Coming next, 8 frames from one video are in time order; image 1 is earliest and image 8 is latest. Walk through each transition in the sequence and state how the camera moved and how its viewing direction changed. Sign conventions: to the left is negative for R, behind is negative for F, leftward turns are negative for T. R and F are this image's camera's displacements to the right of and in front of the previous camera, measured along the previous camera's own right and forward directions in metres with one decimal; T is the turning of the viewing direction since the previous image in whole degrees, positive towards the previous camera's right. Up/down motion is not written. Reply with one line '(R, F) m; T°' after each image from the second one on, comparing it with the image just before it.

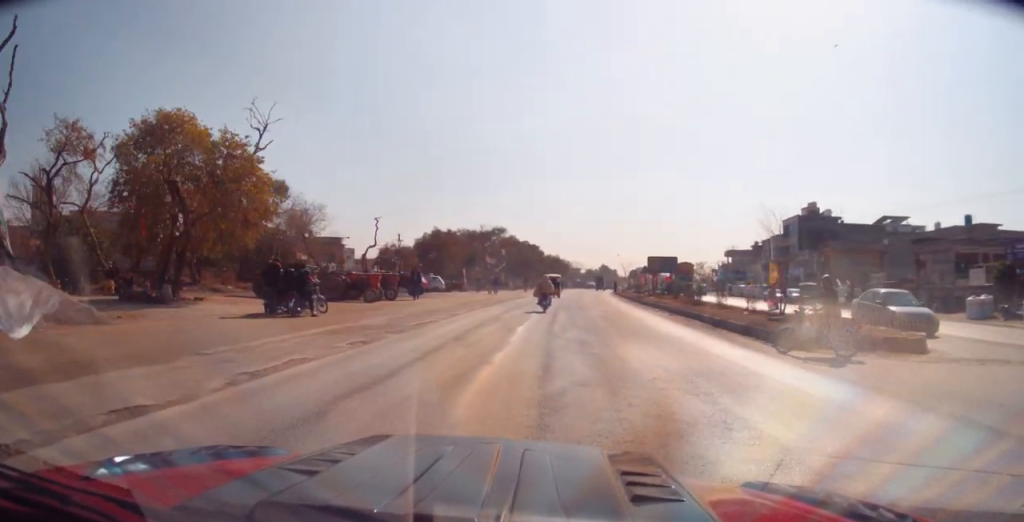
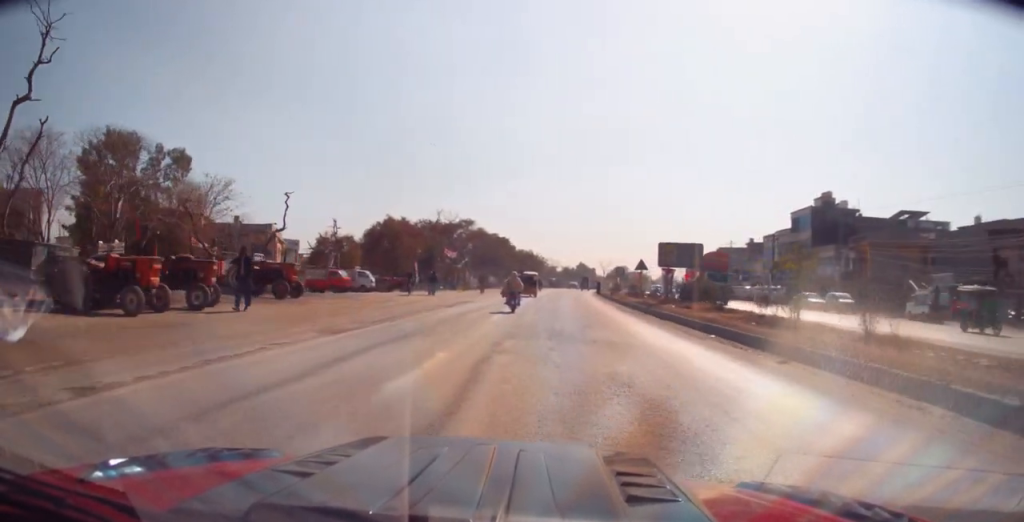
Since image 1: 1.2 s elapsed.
(-0.1, +16.0) m; 0°
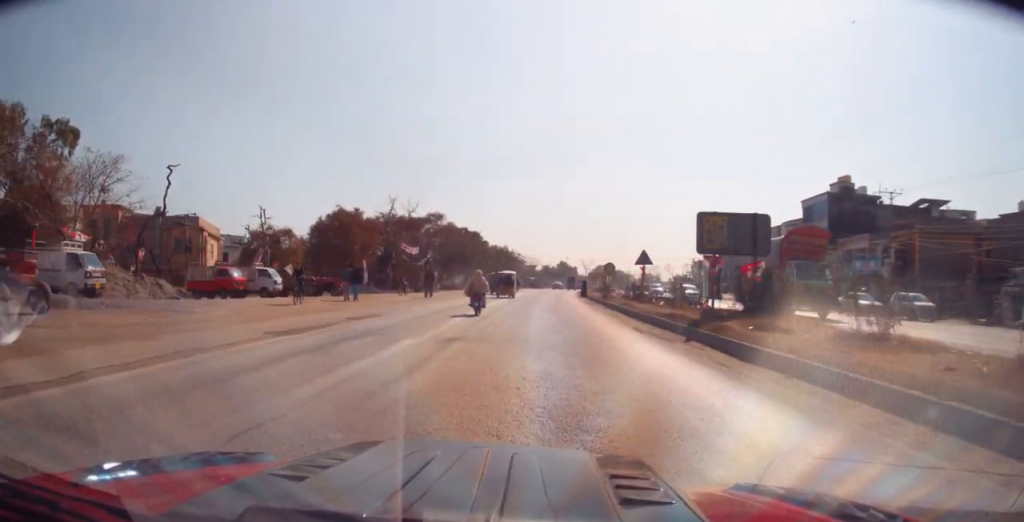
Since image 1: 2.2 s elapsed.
(+0.3, +13.3) m; +2°
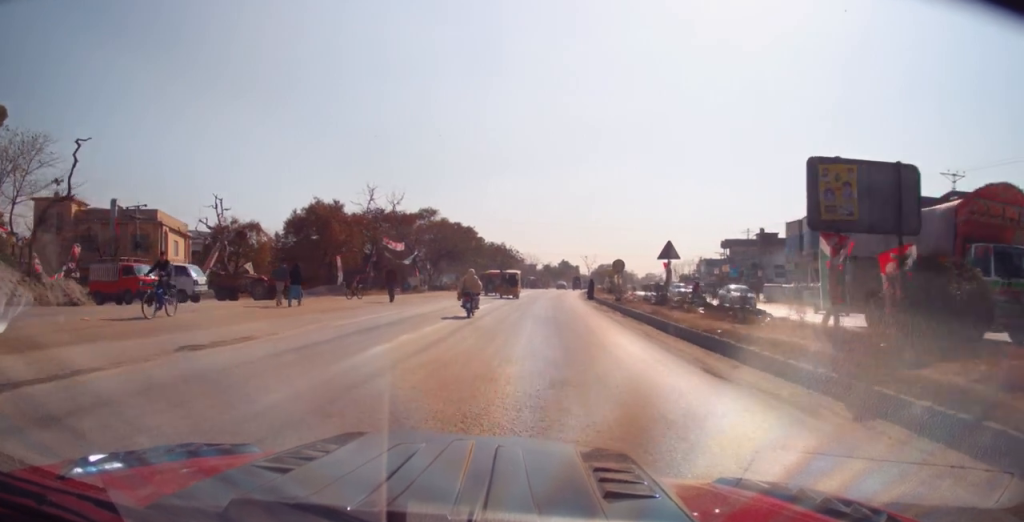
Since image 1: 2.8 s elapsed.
(+0.1, +8.3) m; 0°
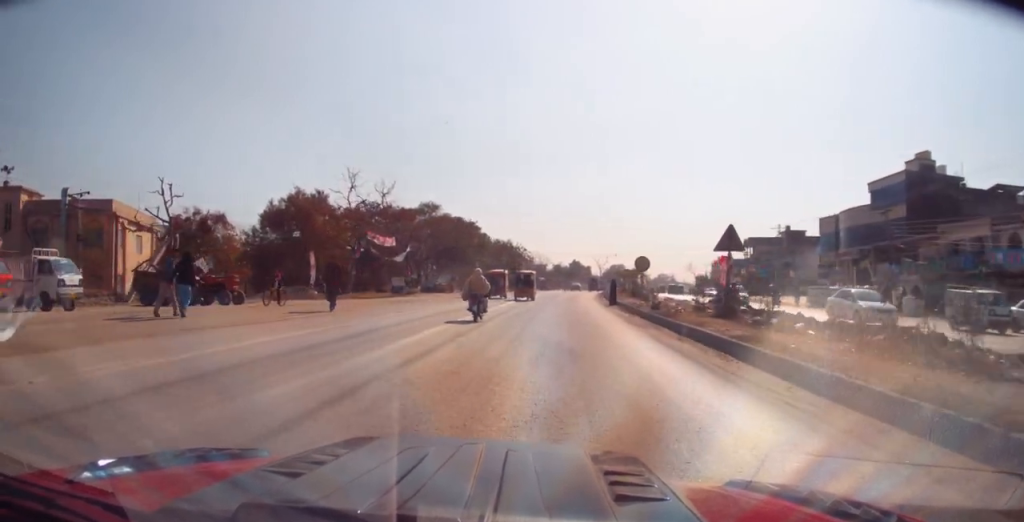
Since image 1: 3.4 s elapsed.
(0.0, +8.8) m; 0°
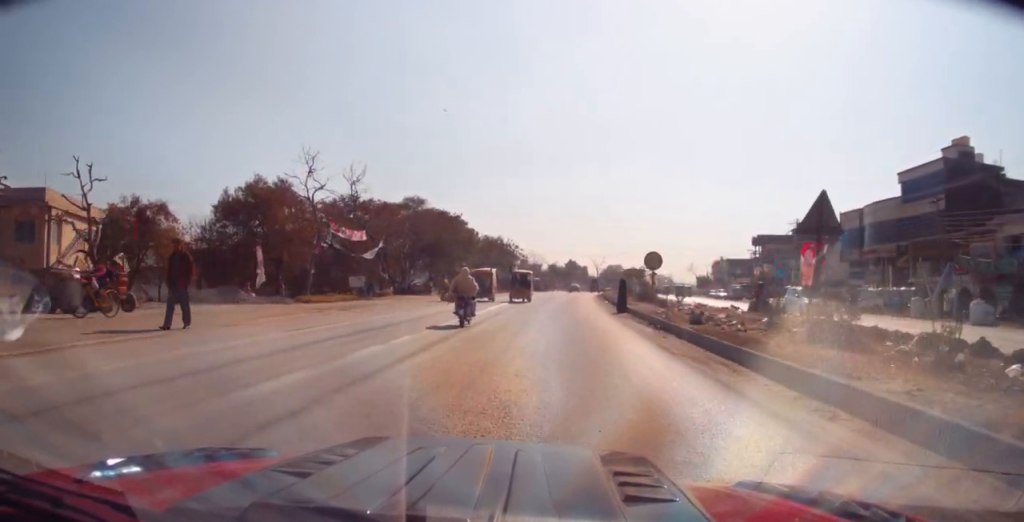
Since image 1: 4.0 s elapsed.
(0.0, +8.2) m; 0°
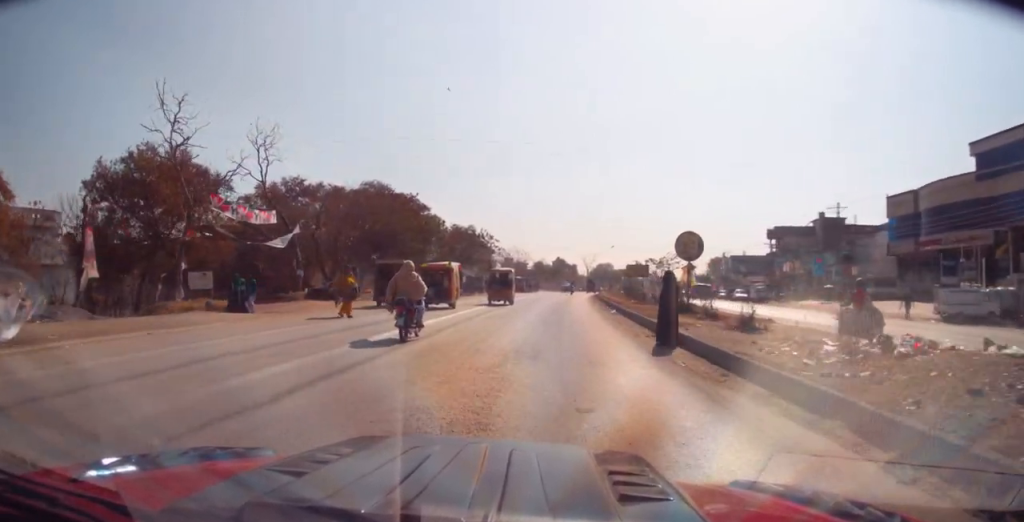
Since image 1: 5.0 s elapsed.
(0.0, +15.1) m; 0°
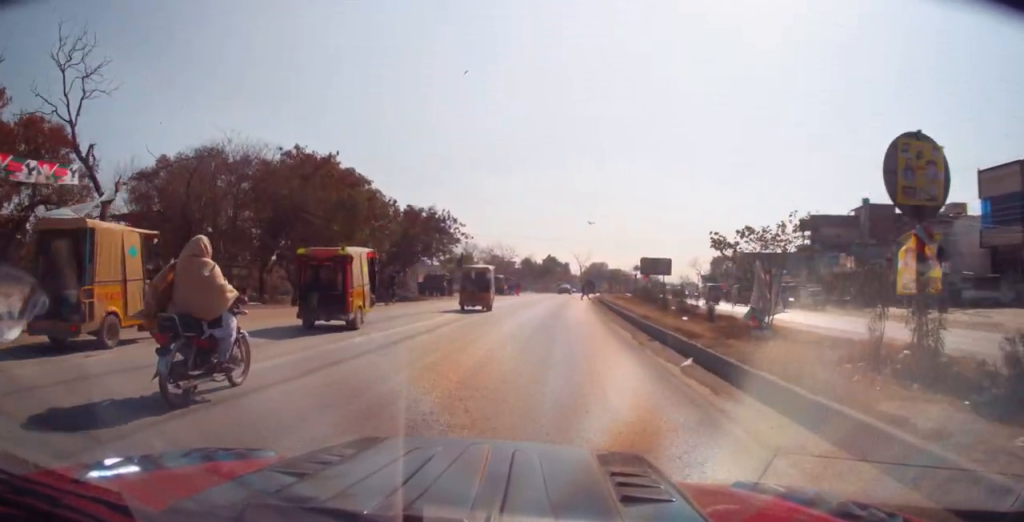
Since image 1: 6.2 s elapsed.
(0.0, +17.7) m; +1°
